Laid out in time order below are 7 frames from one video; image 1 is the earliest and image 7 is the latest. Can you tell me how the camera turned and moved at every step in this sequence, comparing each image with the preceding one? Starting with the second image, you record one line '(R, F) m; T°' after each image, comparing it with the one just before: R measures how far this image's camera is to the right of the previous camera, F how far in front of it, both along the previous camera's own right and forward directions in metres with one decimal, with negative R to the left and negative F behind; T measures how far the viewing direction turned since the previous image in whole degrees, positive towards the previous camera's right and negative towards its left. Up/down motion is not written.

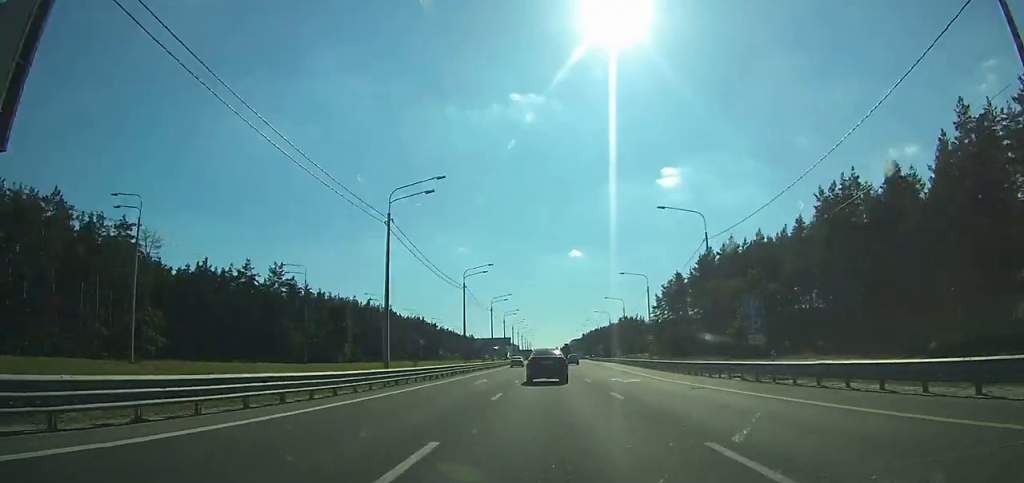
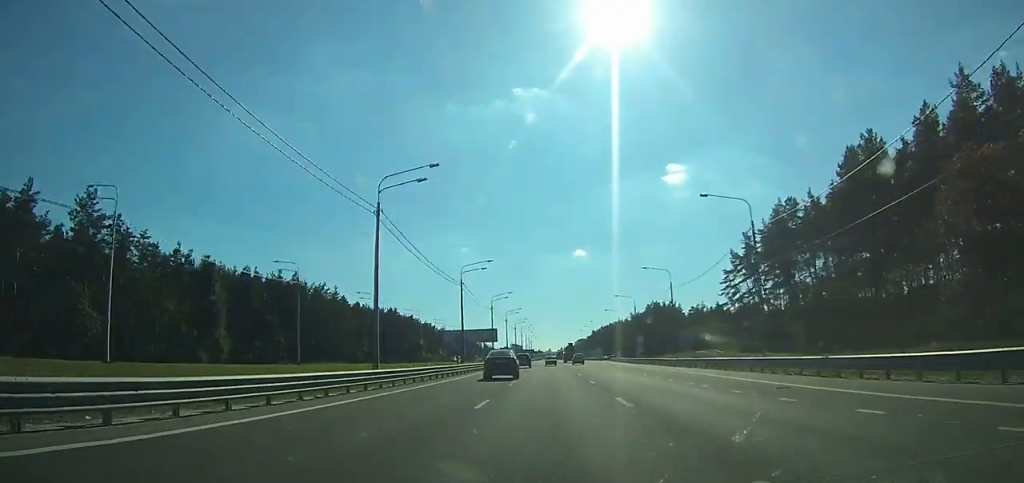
(+0.1, +62.1) m; 0°
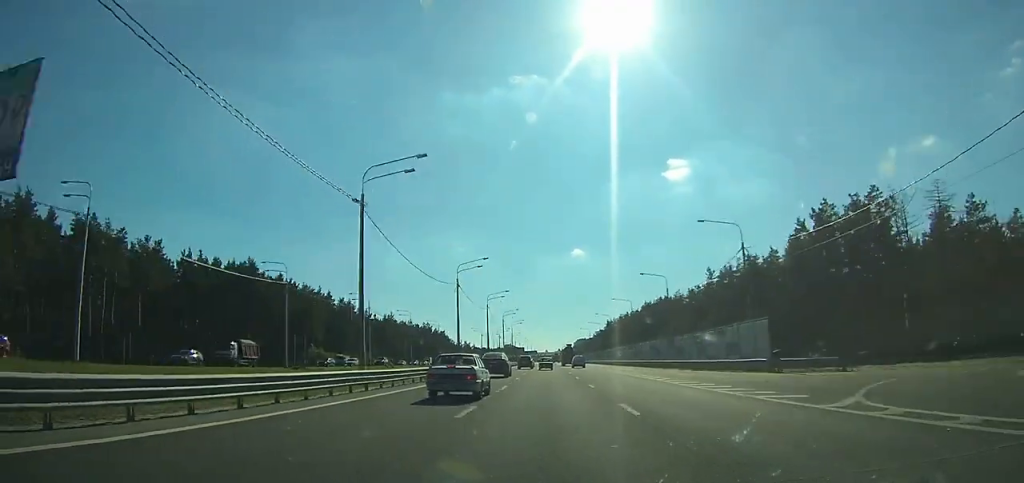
(-0.5, +120.8) m; 0°
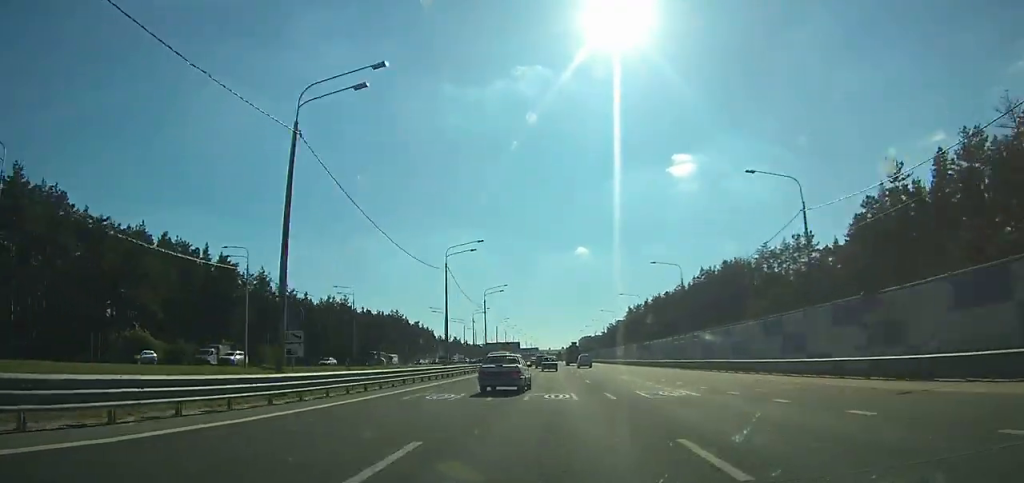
(+0.1, +67.3) m; 0°
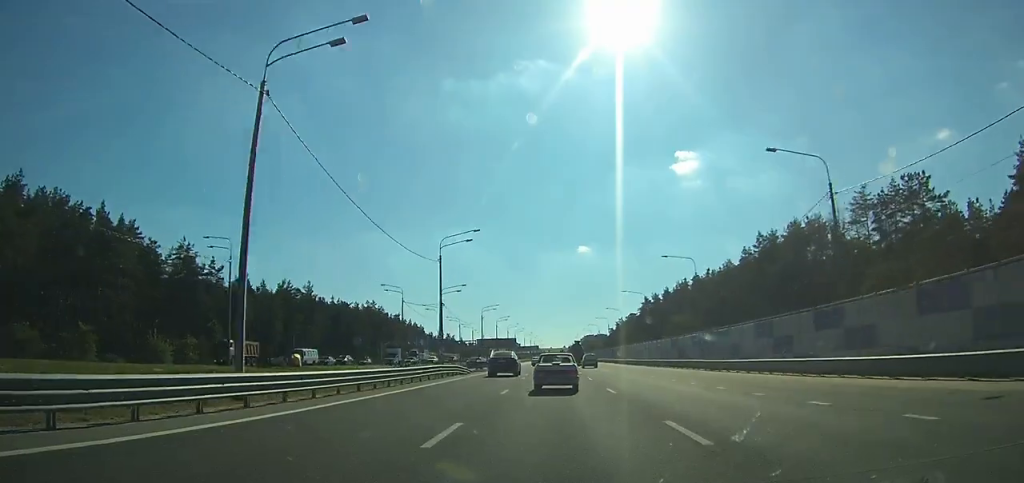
(0.0, +32.8) m; 0°
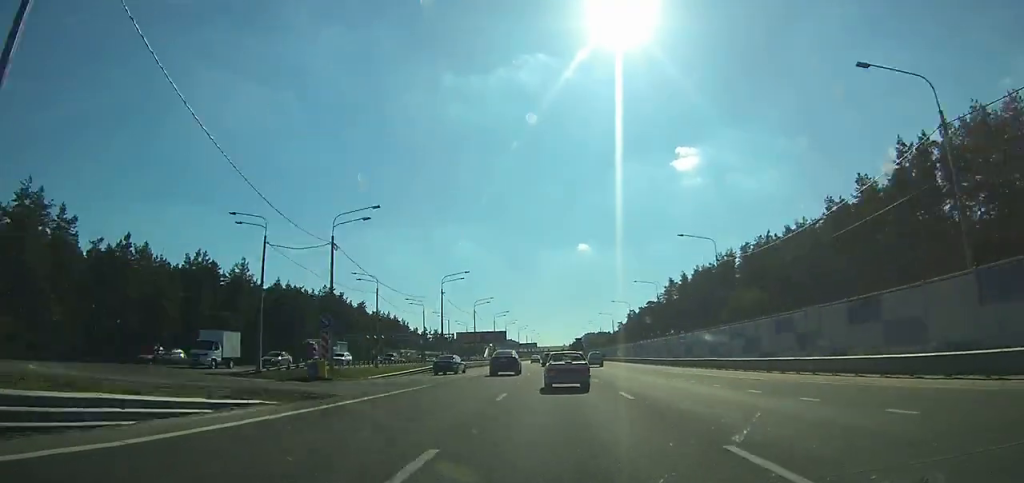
(+0.1, +38.4) m; 0°
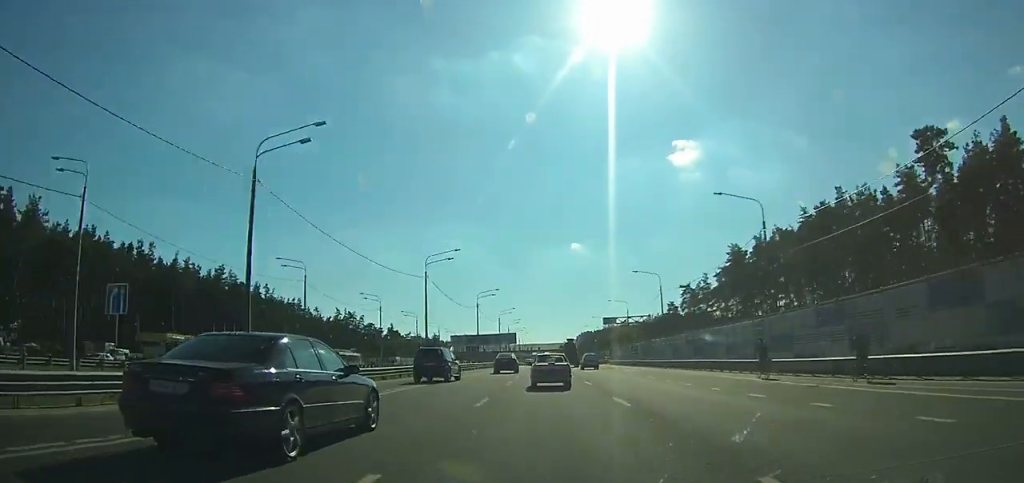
(+0.1, +129.8) m; 0°
